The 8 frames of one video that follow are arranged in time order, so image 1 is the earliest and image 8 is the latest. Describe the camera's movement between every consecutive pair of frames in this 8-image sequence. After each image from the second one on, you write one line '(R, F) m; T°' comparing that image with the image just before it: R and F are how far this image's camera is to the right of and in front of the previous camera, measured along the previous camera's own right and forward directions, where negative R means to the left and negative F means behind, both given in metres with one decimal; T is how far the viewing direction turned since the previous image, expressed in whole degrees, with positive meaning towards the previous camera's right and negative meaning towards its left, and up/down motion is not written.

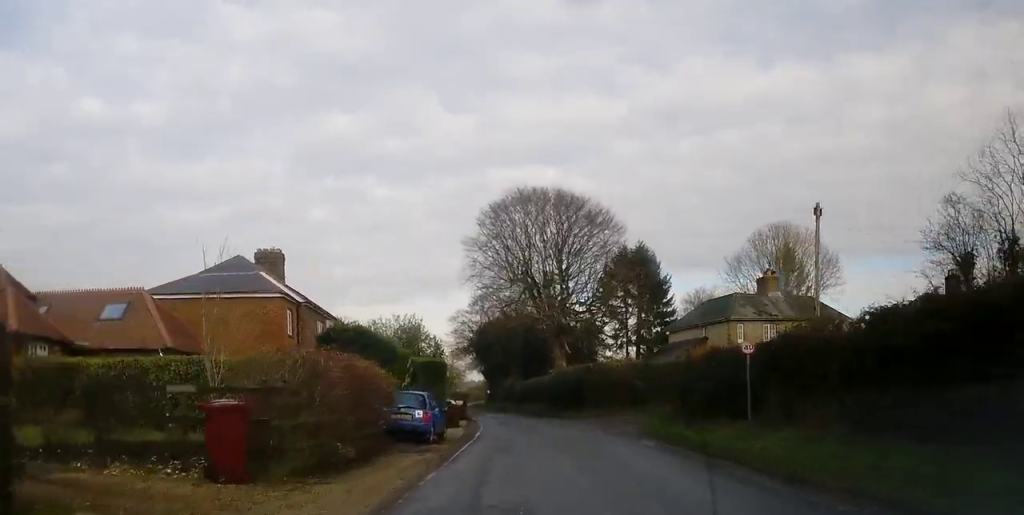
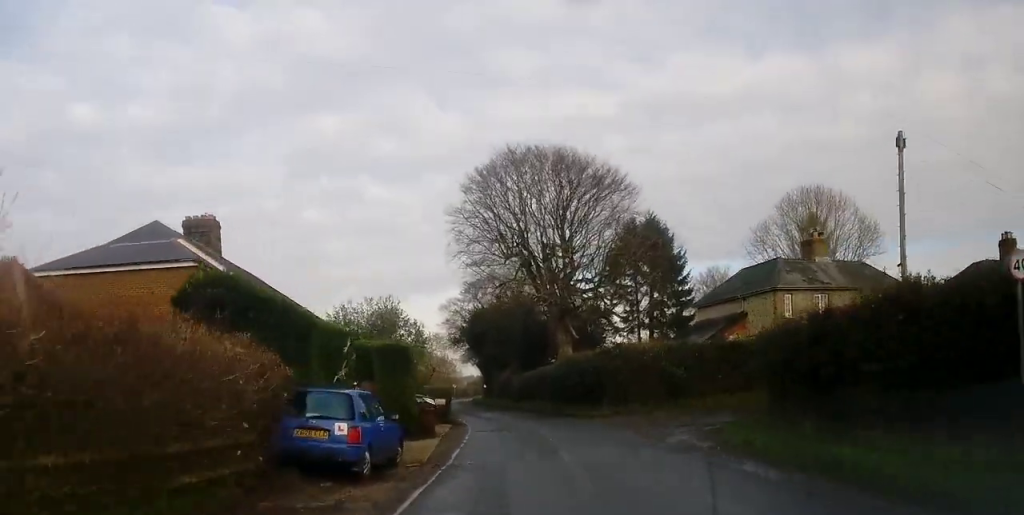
(0.0, +9.3) m; +1°
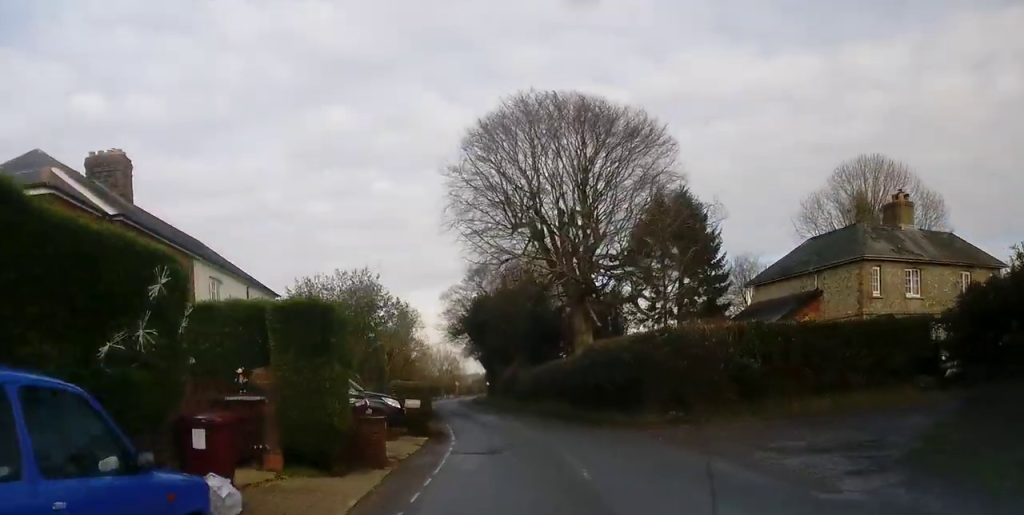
(+0.2, +9.7) m; -1°
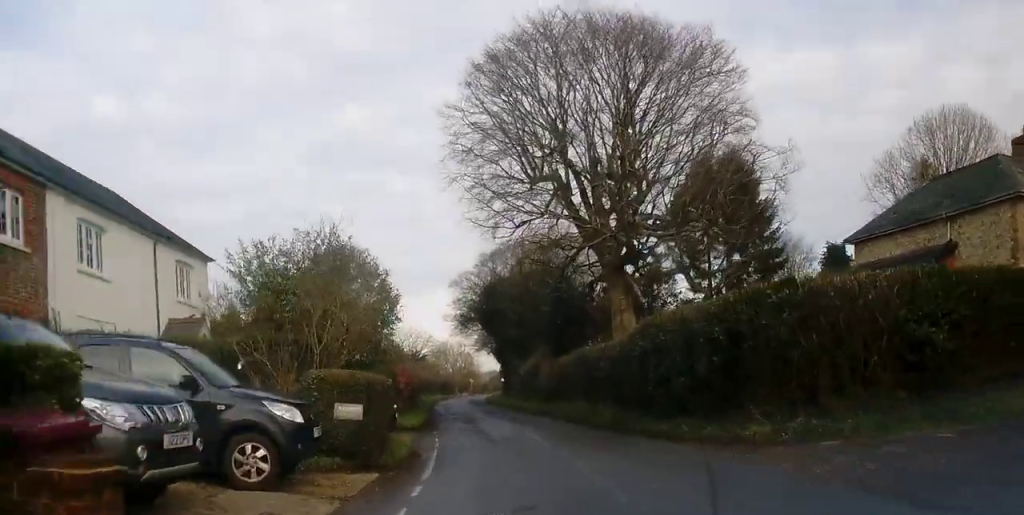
(0.0, +9.7) m; -1°
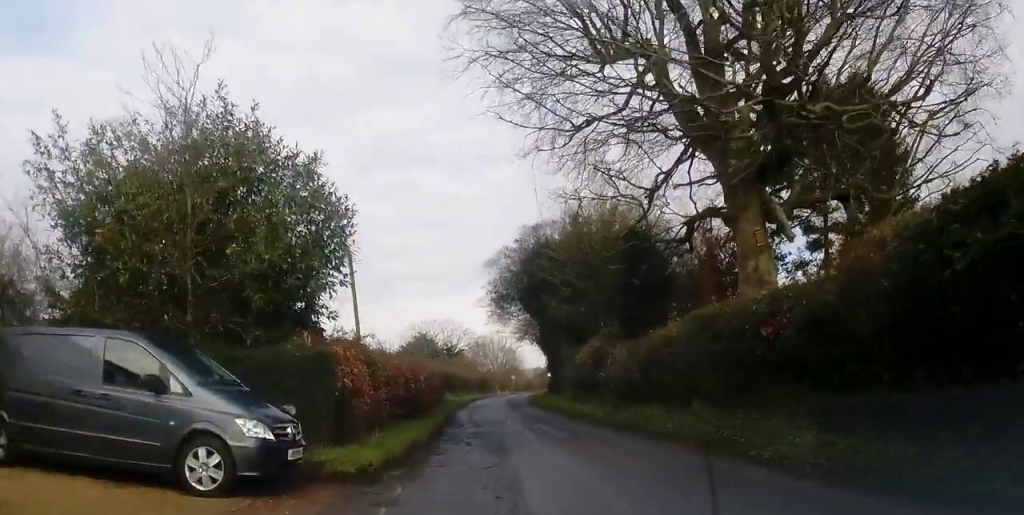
(-0.4, +13.9) m; -2°
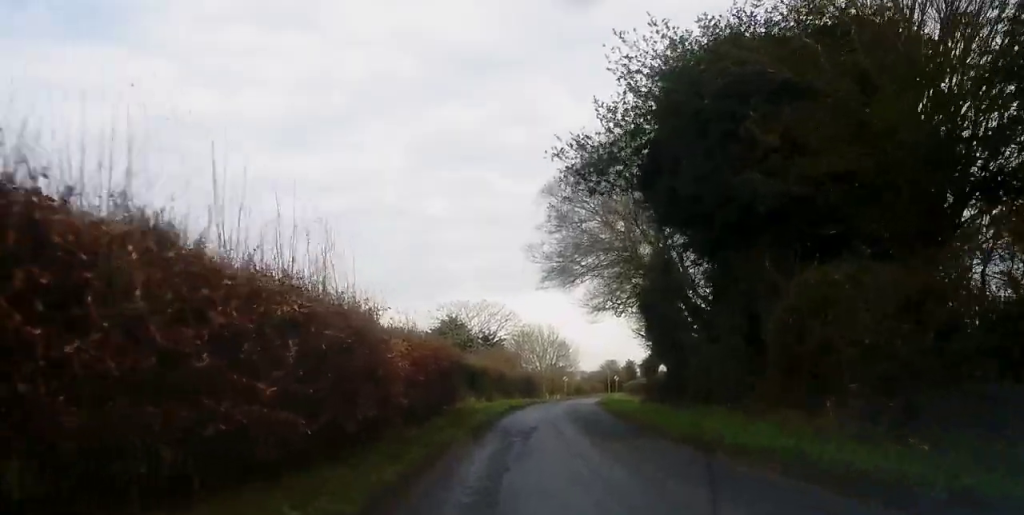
(-1.1, +28.5) m; -5°
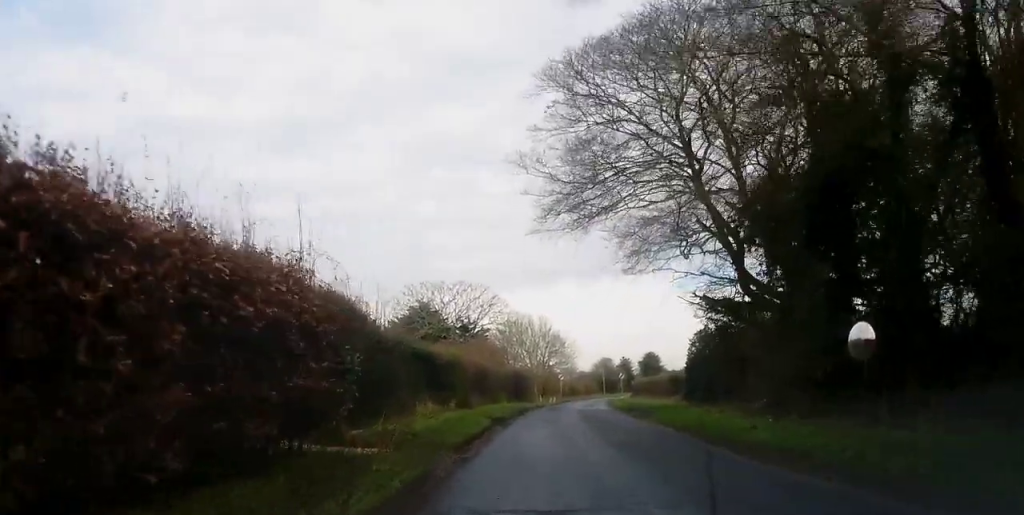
(-0.2, +17.3) m; +1°
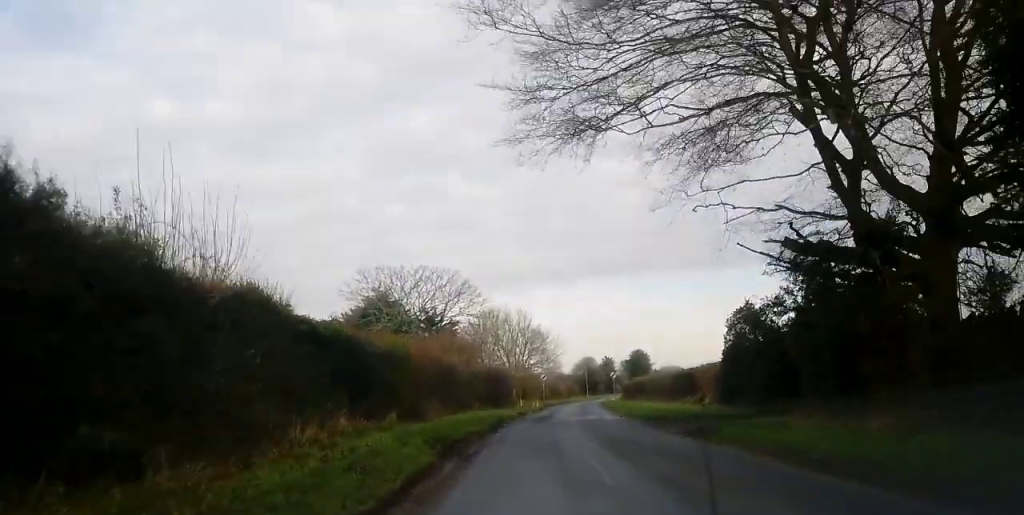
(+0.1, +11.7) m; +2°
